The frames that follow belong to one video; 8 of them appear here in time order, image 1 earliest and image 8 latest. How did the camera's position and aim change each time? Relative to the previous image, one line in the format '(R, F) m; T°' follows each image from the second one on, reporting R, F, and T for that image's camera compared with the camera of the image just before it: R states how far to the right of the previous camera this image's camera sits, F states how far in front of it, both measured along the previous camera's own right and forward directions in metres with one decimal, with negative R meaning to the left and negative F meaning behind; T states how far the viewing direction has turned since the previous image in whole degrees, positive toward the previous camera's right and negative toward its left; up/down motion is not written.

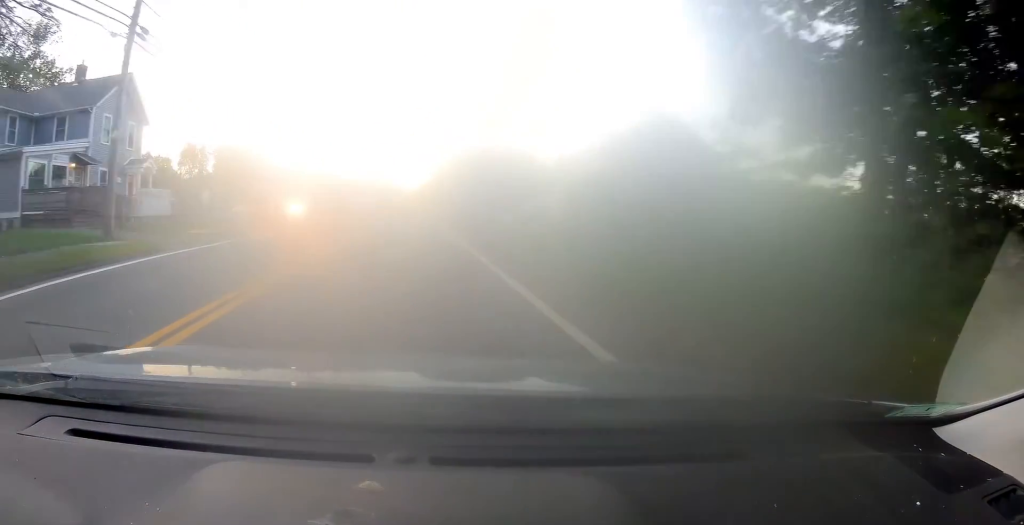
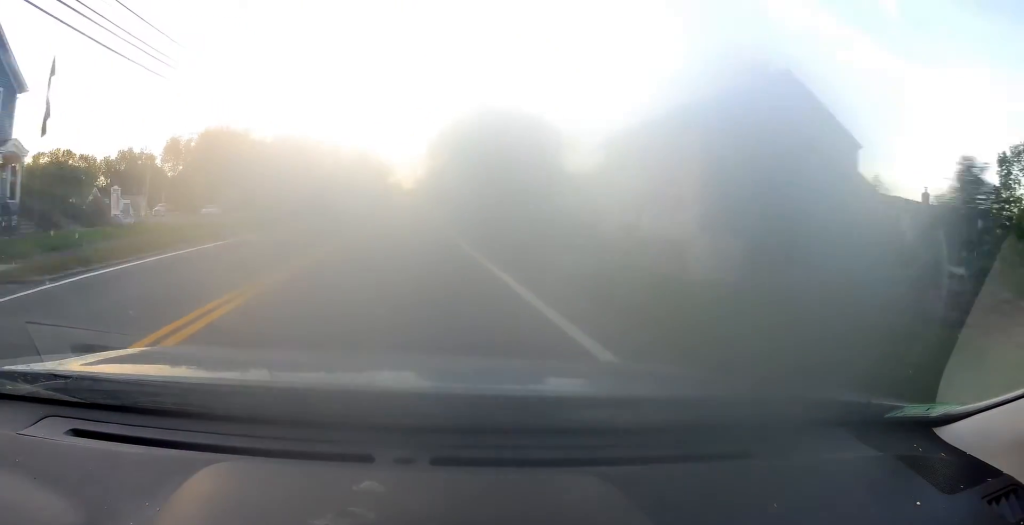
(0.0, +14.3) m; 0°
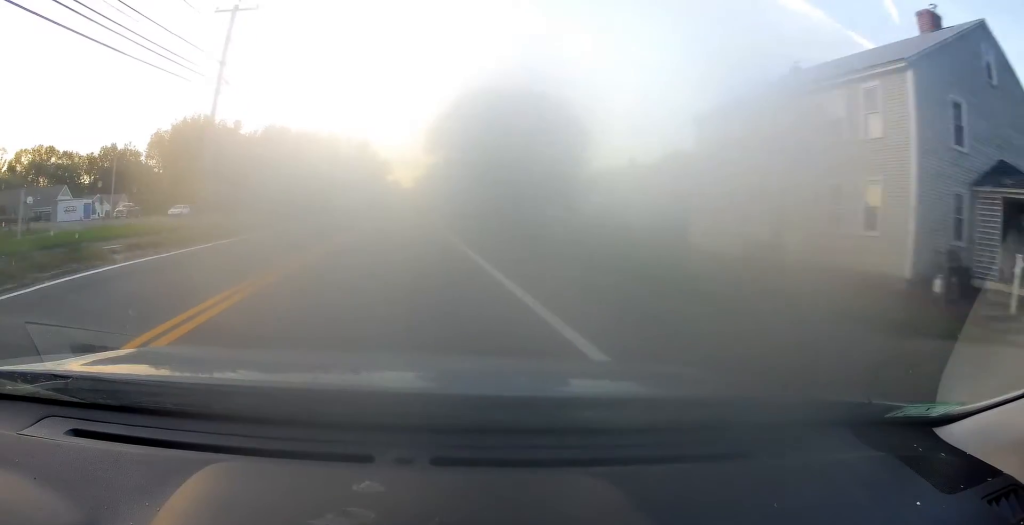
(0.0, +12.1) m; 0°
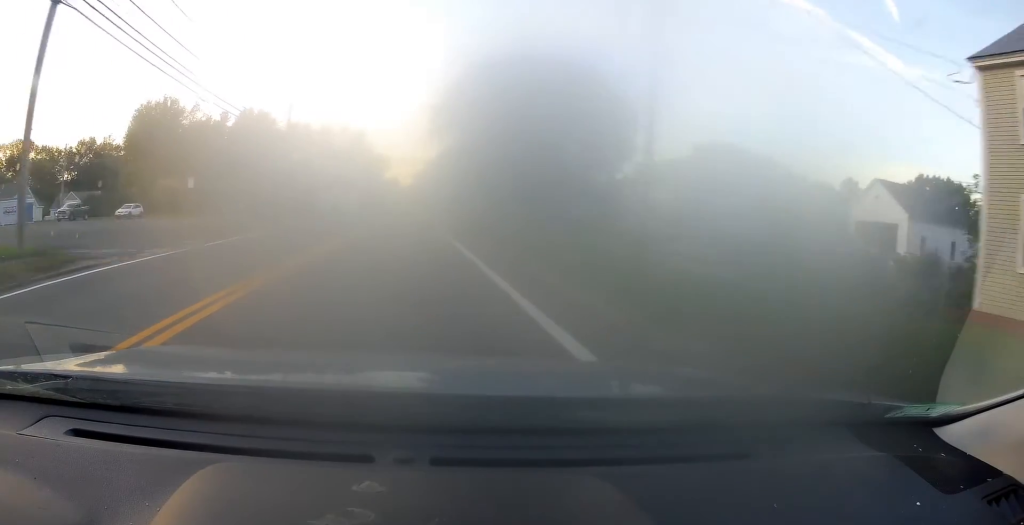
(+0.2, +14.4) m; 0°
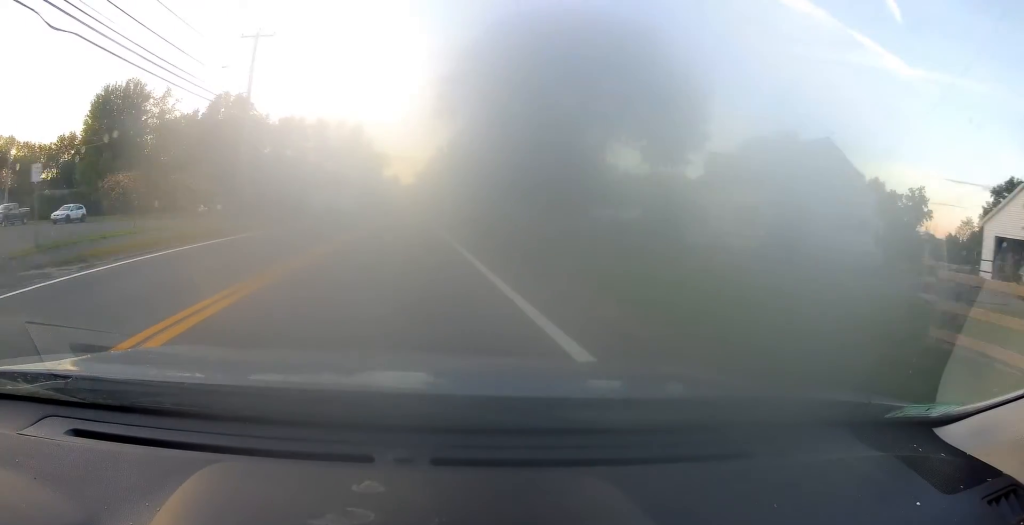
(0.0, +12.8) m; 0°
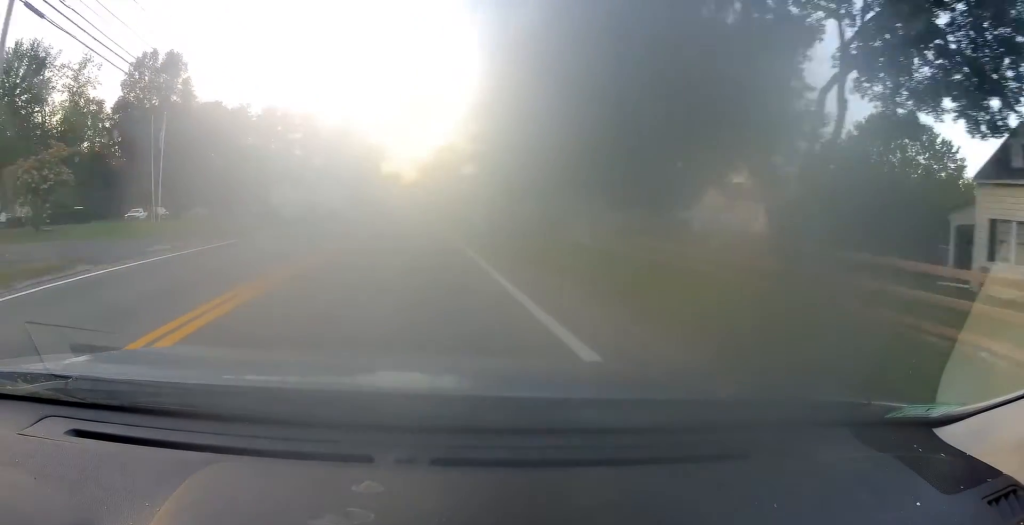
(-0.2, +24.0) m; 0°
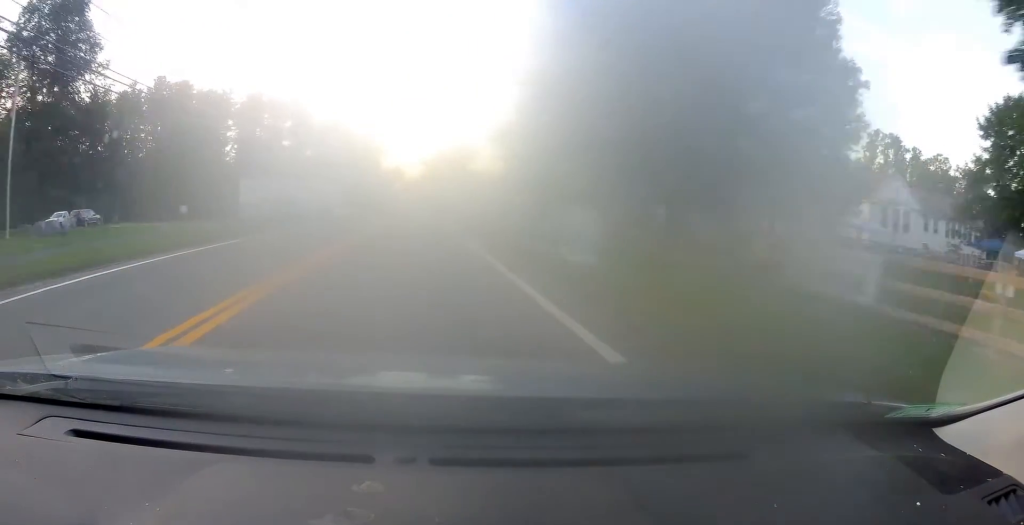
(-0.1, +18.6) m; +1°
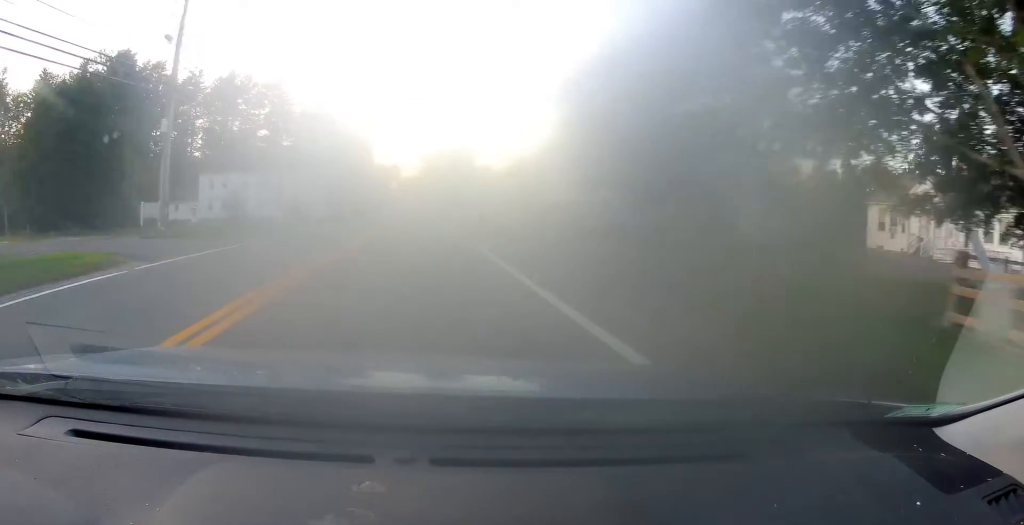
(+0.4, +20.0) m; +1°
